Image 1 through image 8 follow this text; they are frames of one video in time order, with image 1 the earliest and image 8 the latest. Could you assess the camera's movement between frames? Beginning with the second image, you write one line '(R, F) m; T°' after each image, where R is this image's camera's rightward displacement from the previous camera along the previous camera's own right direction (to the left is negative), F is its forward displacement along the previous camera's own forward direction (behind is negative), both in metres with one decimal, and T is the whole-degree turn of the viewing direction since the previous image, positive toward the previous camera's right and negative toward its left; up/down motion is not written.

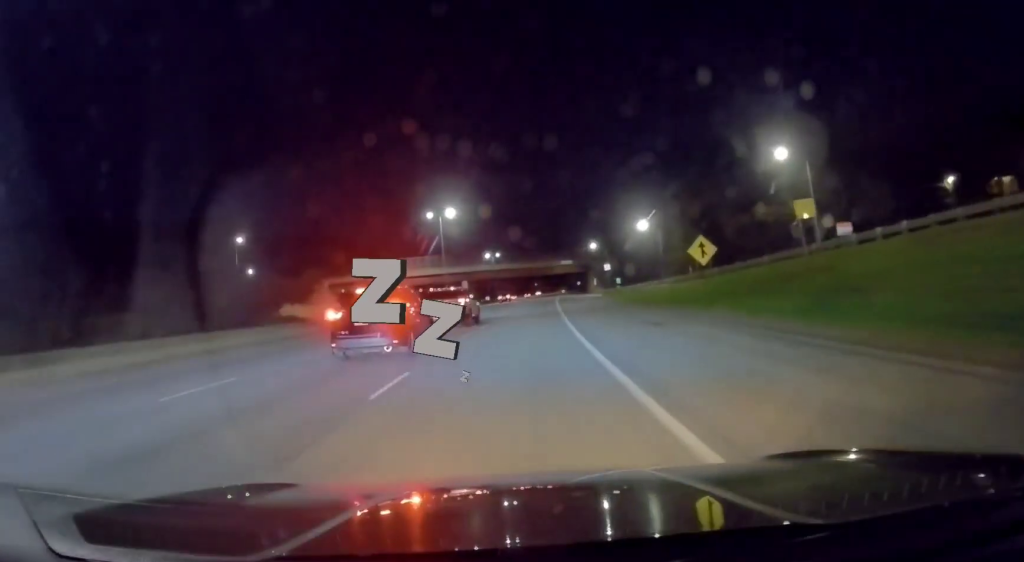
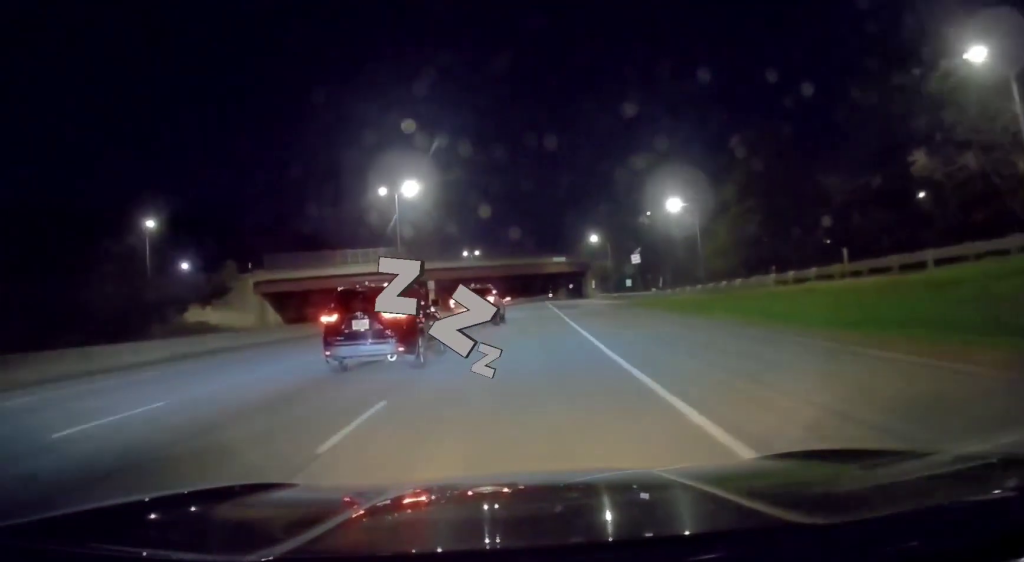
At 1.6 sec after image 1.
(+0.5, +30.0) m; +1°
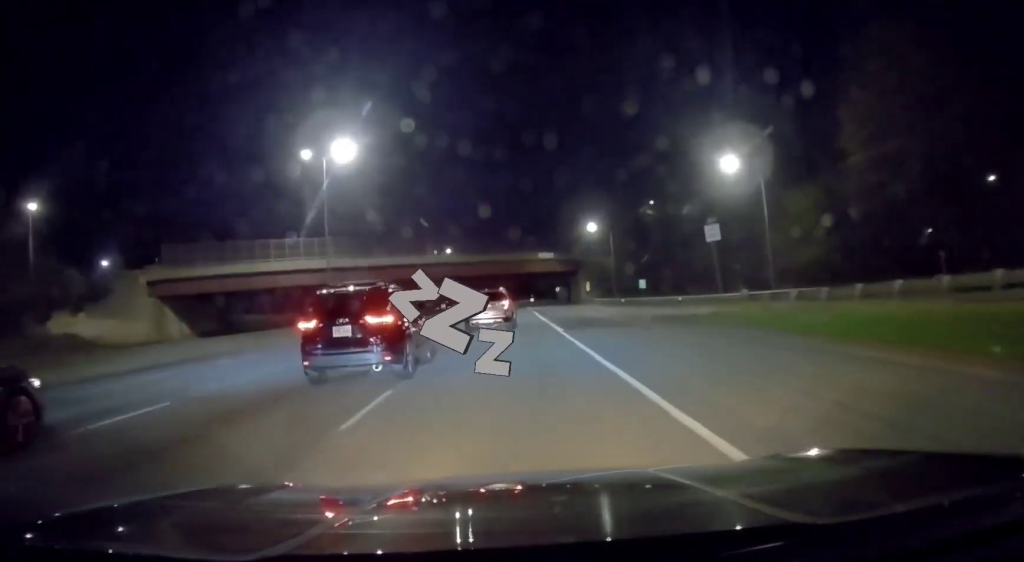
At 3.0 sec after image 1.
(+0.1, +25.9) m; +3°
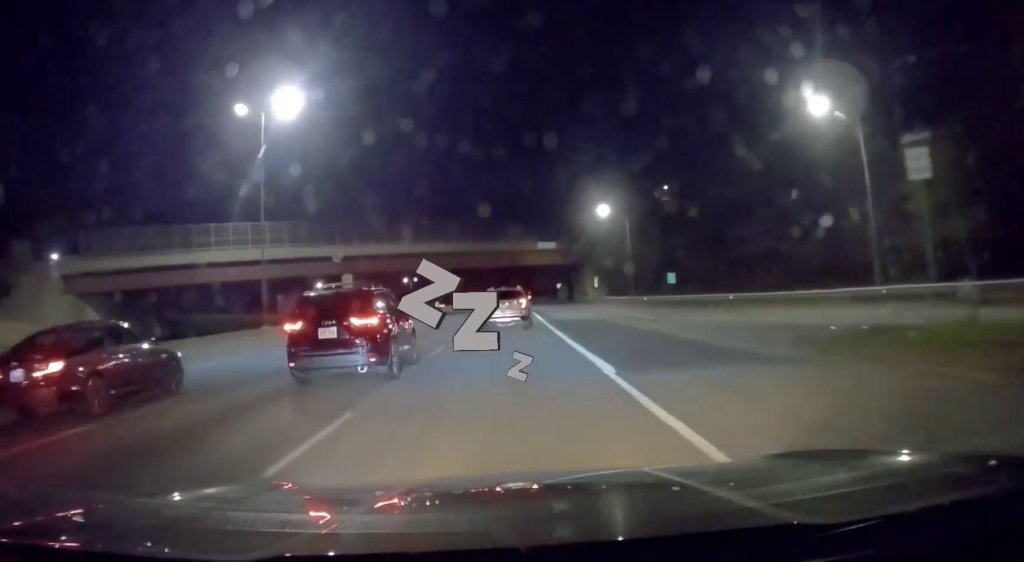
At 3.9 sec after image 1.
(+0.8, +15.0) m; +3°
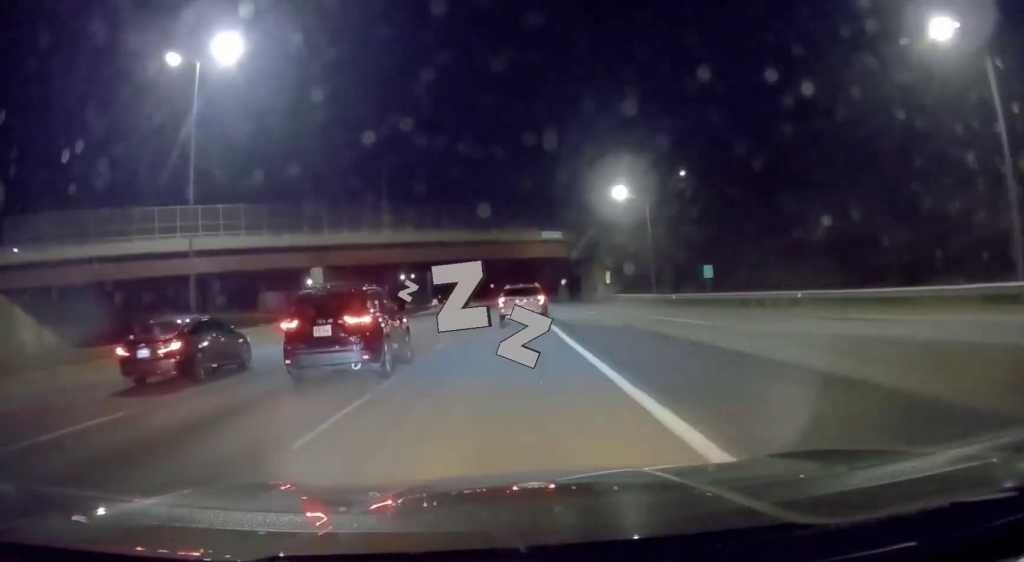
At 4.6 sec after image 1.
(+0.1, +10.7) m; +1°
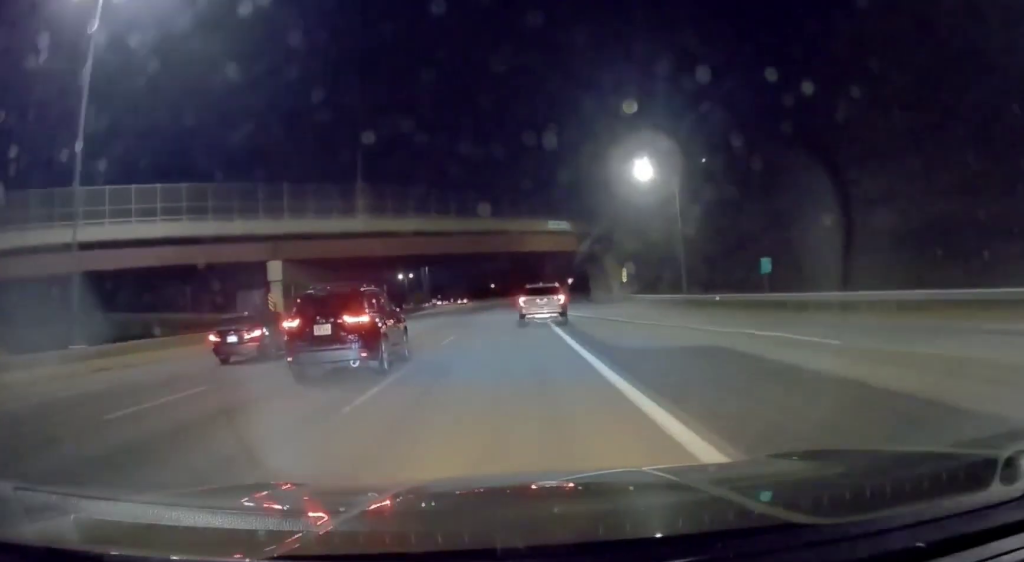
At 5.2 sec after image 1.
(0.0, +10.6) m; 0°
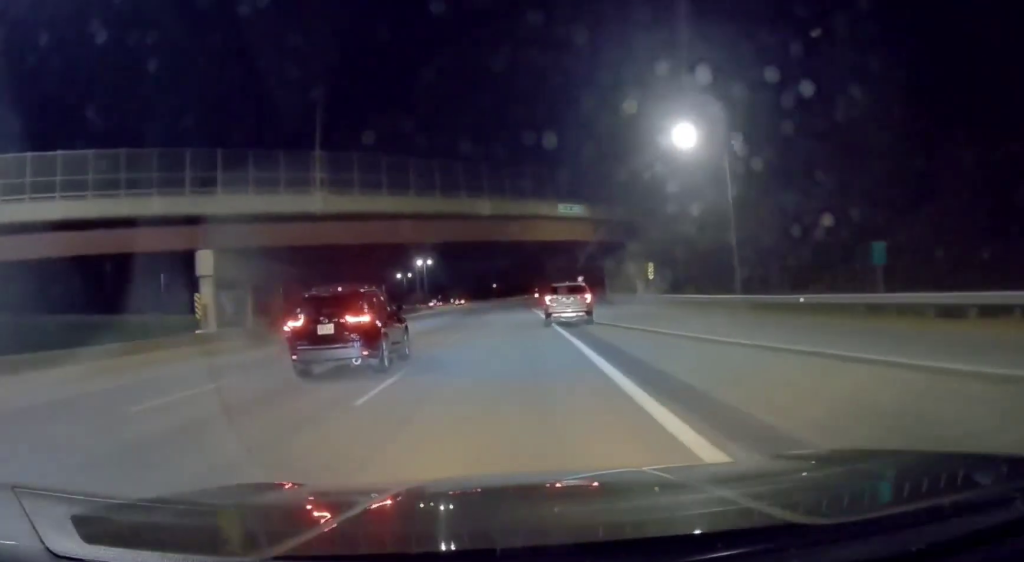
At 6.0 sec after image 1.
(0.0, +11.4) m; -1°
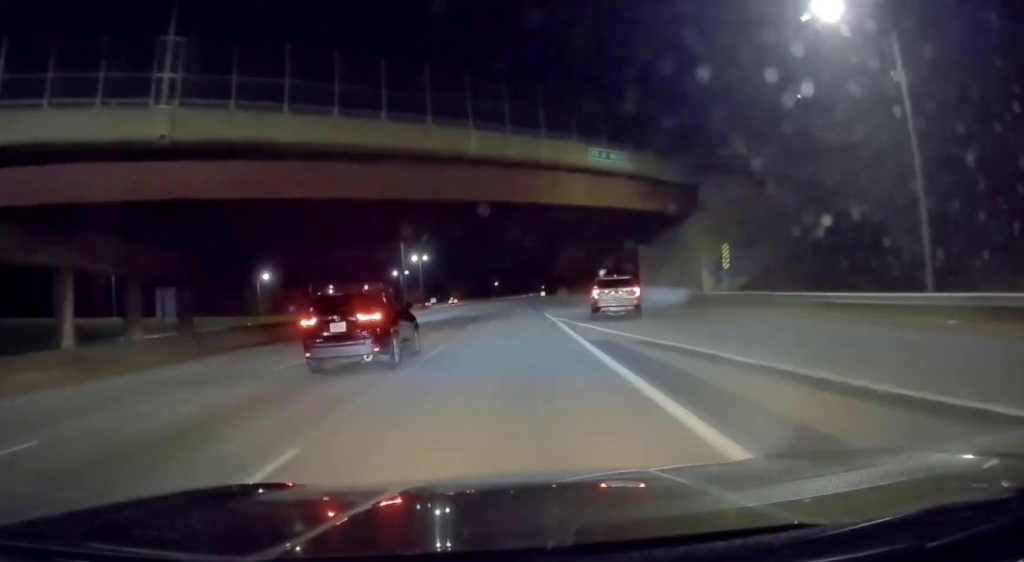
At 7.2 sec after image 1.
(-0.2, +18.0) m; 0°
